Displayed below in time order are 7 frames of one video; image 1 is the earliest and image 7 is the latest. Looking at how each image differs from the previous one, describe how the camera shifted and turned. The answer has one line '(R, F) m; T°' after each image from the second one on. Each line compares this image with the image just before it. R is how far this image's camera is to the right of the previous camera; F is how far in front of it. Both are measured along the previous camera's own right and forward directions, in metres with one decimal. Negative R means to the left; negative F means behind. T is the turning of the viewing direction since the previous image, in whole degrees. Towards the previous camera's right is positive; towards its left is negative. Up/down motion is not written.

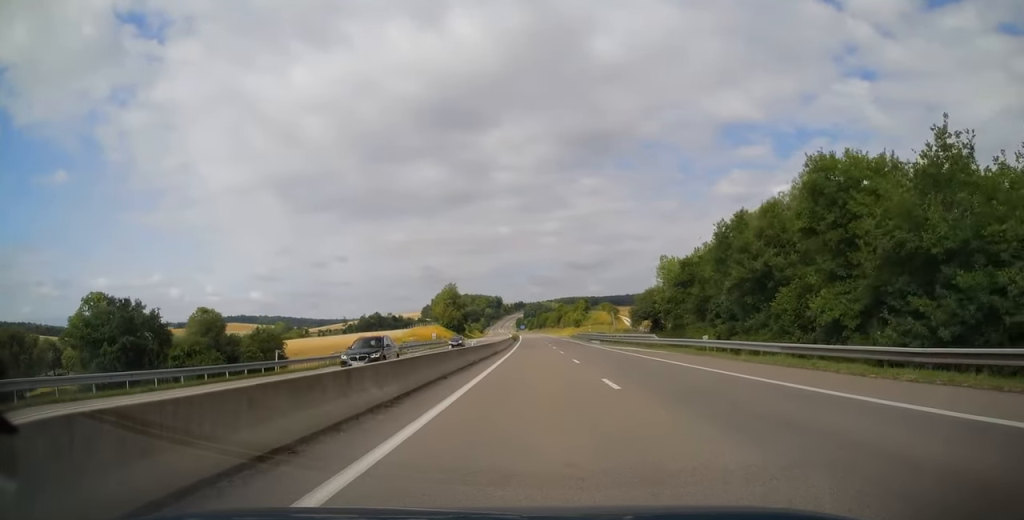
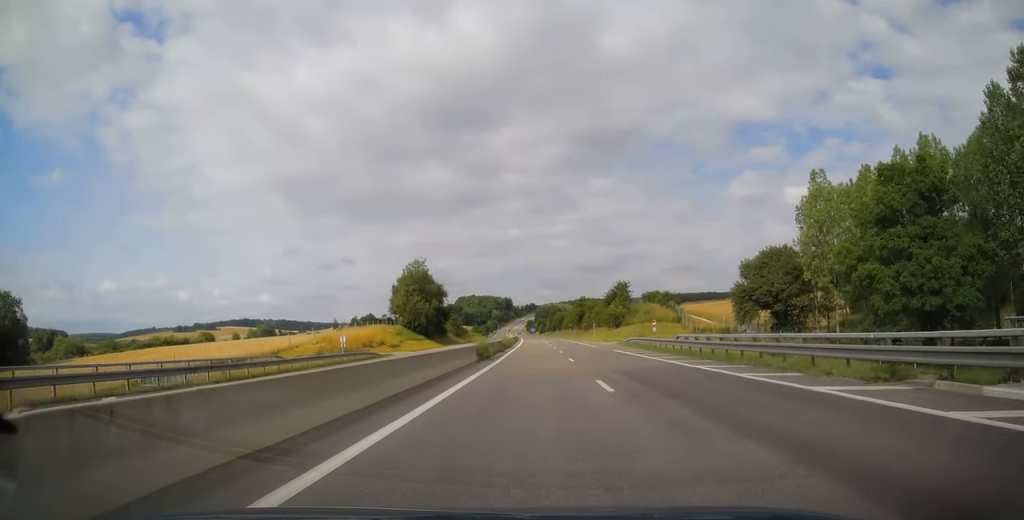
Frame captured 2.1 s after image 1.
(-0.5, +64.7) m; -1°
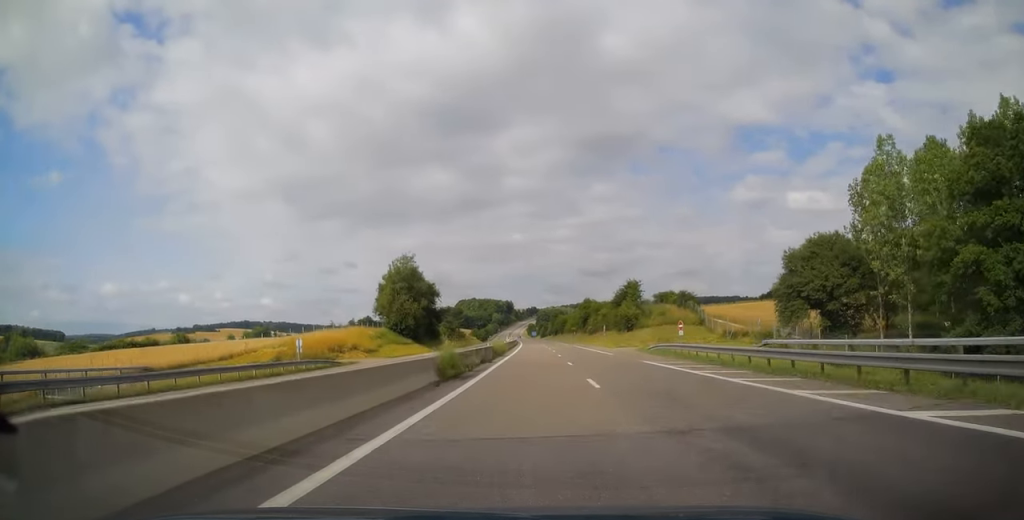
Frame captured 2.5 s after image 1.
(-0.1, +12.2) m; 0°
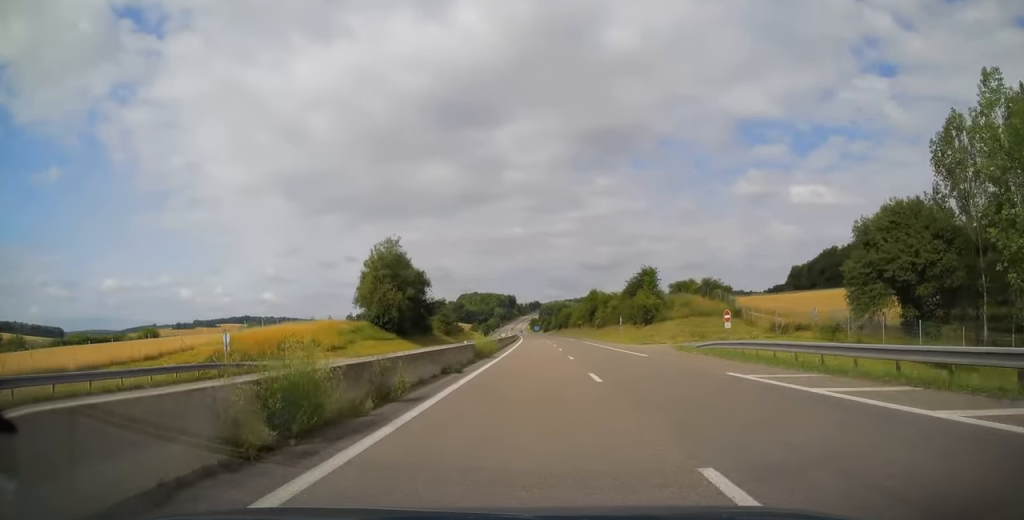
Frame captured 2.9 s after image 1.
(0.0, +13.2) m; 0°
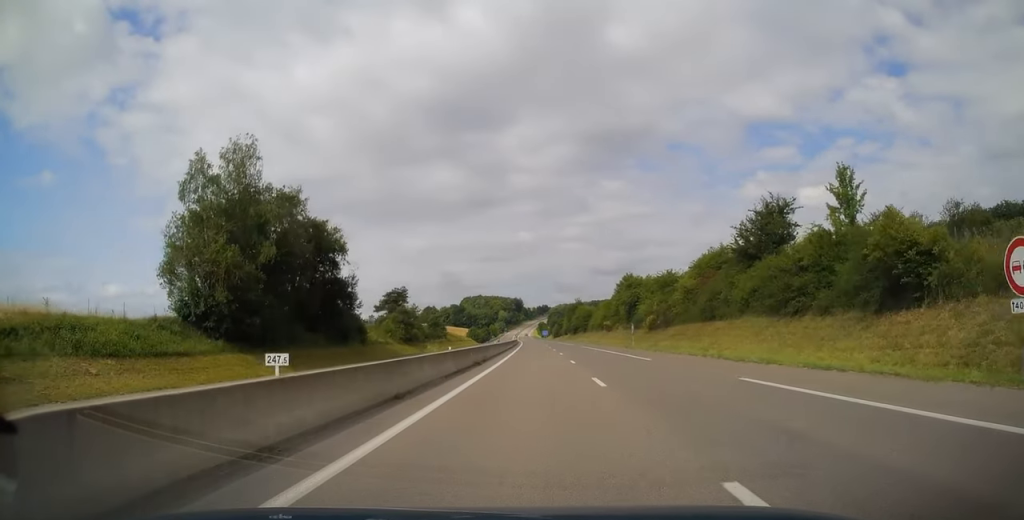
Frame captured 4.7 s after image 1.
(-0.1, +52.9) m; 0°
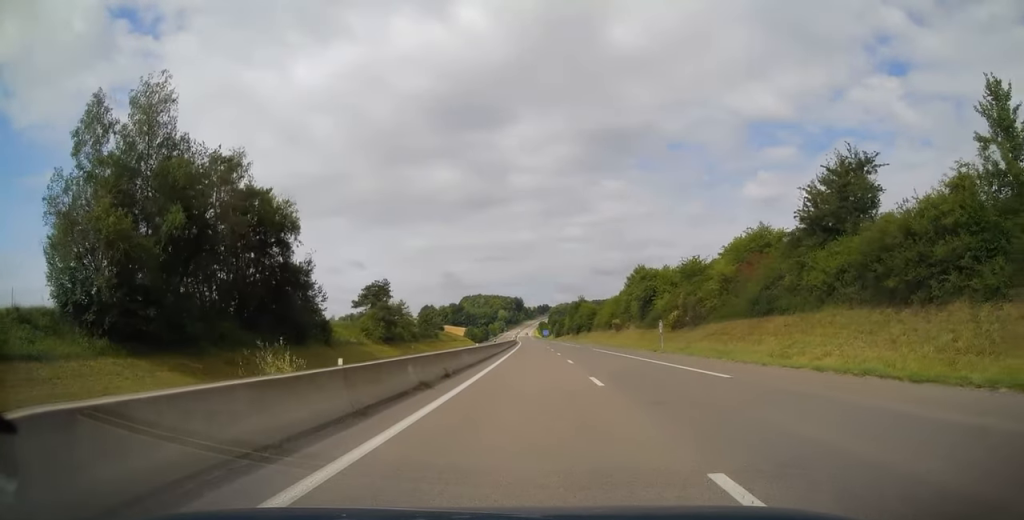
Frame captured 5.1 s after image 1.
(0.0, +12.7) m; 0°
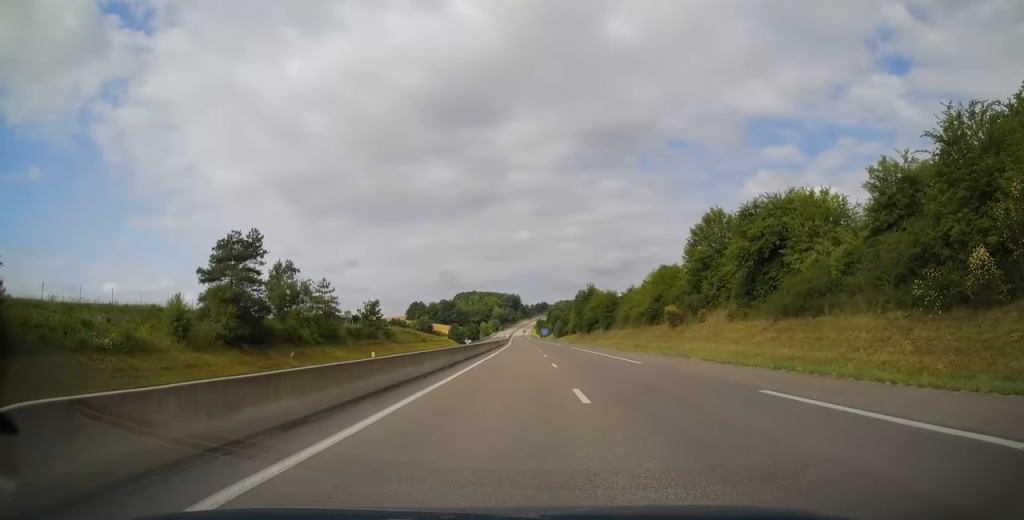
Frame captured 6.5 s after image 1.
(+0.5, +43.2) m; 0°
